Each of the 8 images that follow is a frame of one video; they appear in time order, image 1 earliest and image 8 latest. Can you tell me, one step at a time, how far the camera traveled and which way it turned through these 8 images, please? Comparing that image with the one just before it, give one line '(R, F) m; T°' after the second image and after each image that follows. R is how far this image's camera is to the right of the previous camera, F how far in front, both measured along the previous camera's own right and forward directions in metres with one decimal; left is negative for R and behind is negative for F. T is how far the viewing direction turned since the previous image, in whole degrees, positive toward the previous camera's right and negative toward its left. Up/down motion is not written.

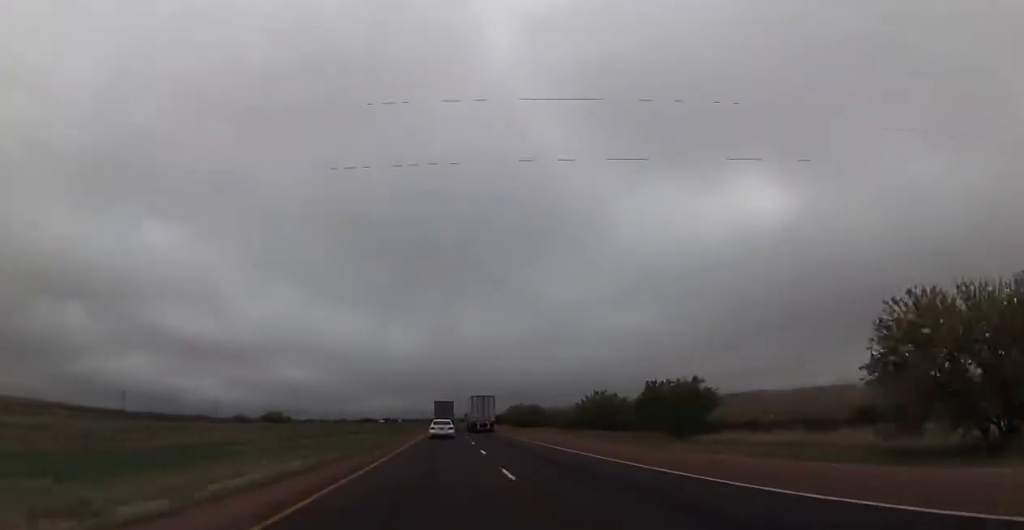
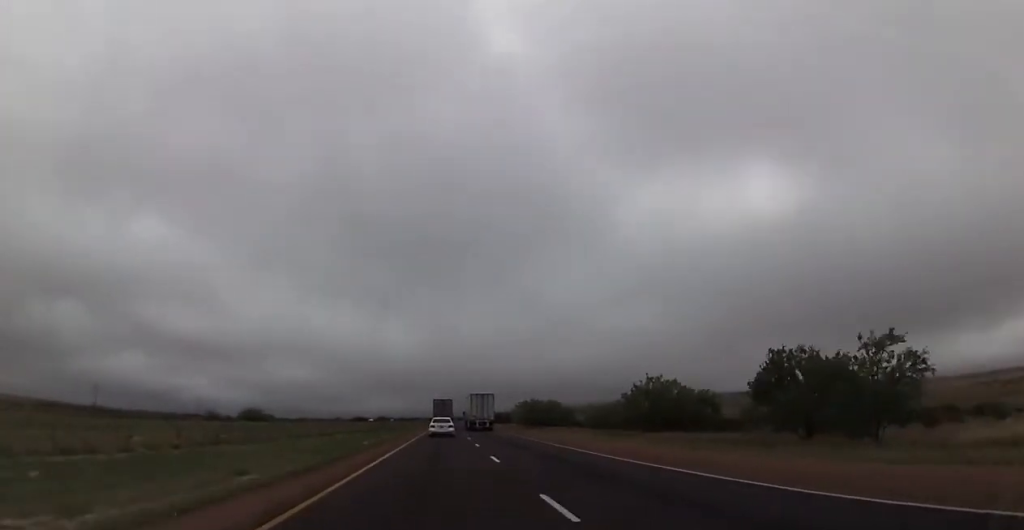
(0.0, +19.1) m; 0°
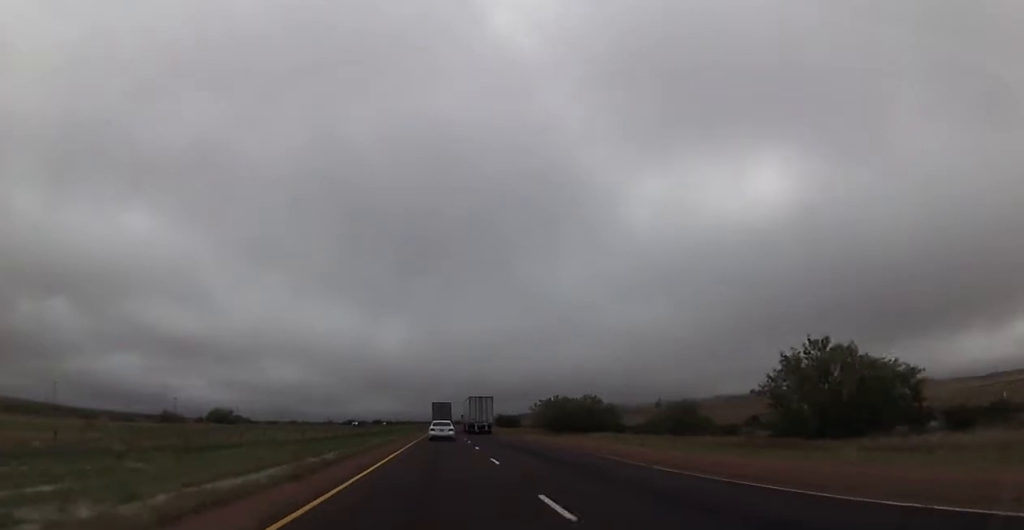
(-0.1, +24.3) m; +1°
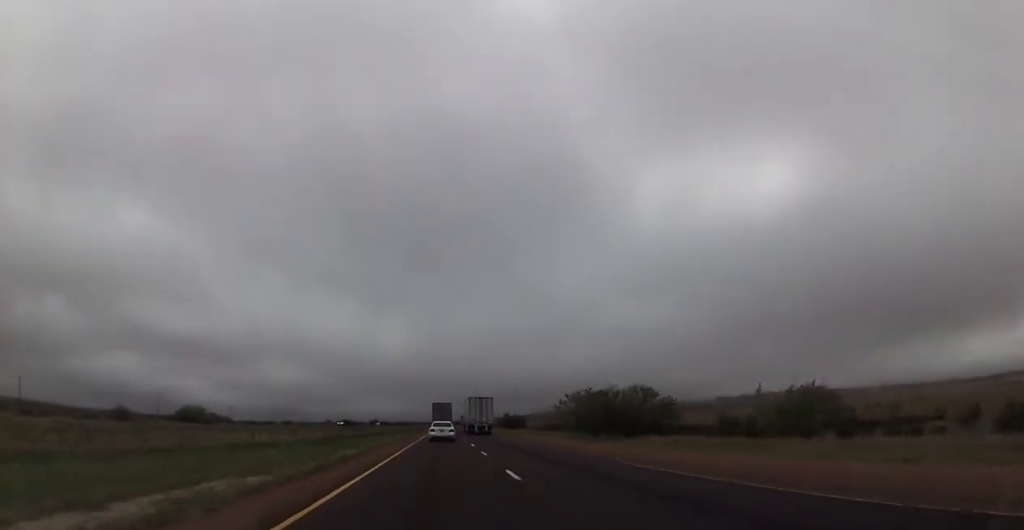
(+0.2, +17.8) m; 0°
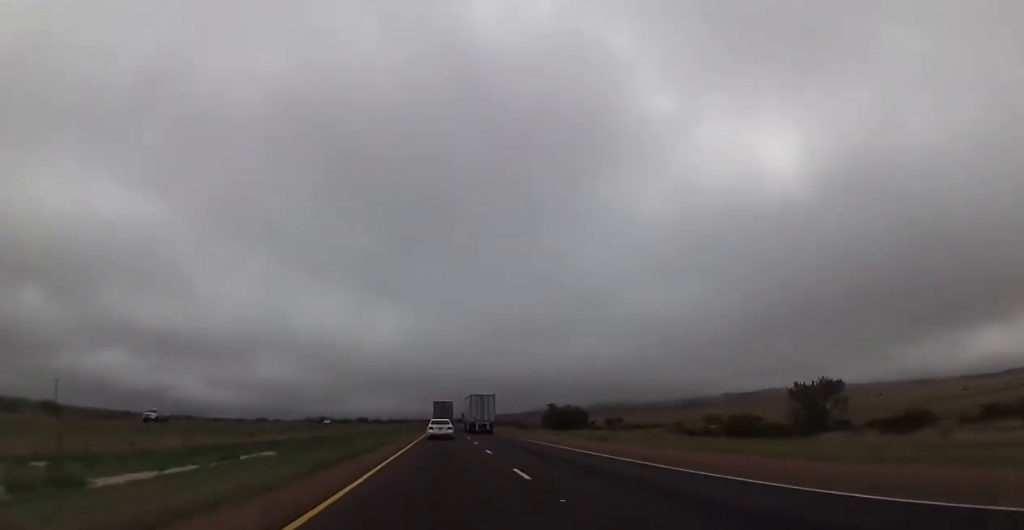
(-0.9, +73.4) m; 0°
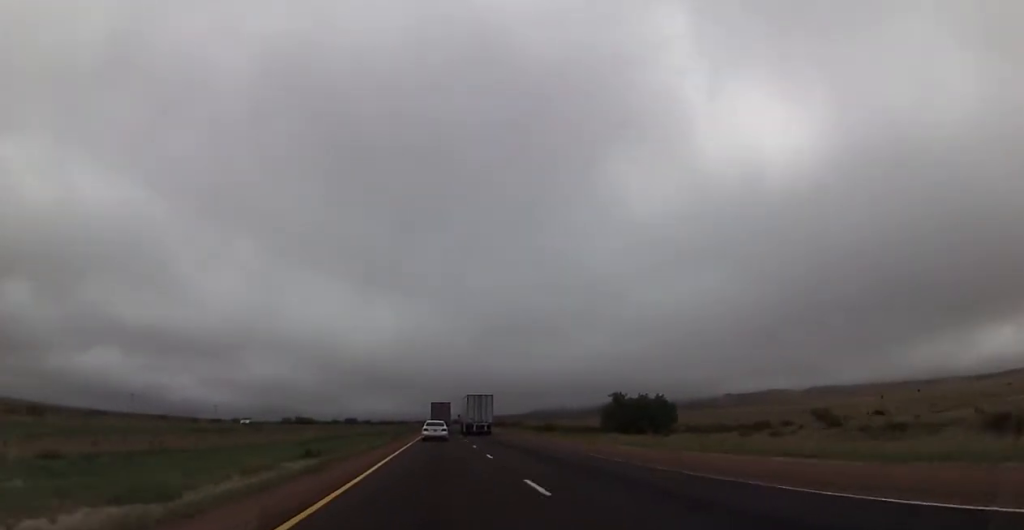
(+0.8, +40.0) m; +1°
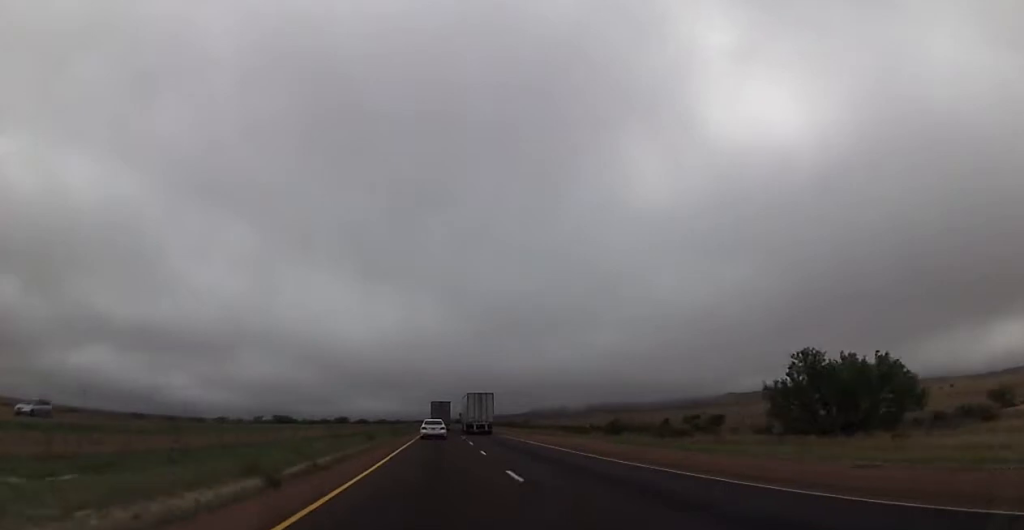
(-0.2, +33.6) m; -1°
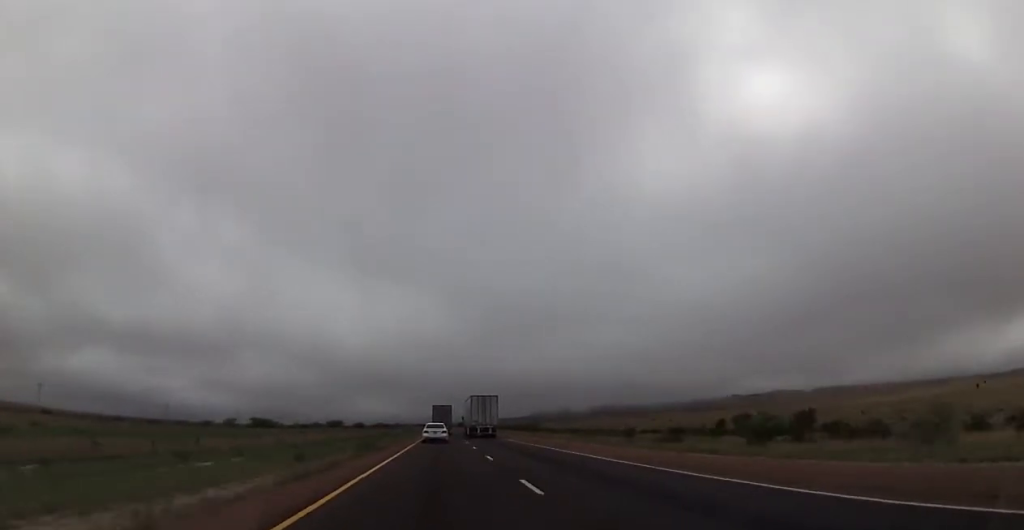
(-0.3, +27.4) m; 0°
